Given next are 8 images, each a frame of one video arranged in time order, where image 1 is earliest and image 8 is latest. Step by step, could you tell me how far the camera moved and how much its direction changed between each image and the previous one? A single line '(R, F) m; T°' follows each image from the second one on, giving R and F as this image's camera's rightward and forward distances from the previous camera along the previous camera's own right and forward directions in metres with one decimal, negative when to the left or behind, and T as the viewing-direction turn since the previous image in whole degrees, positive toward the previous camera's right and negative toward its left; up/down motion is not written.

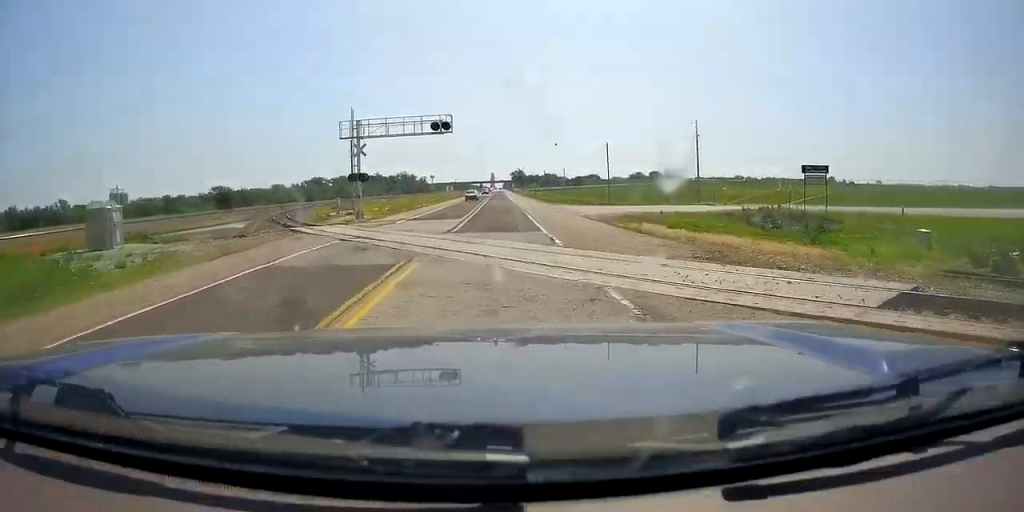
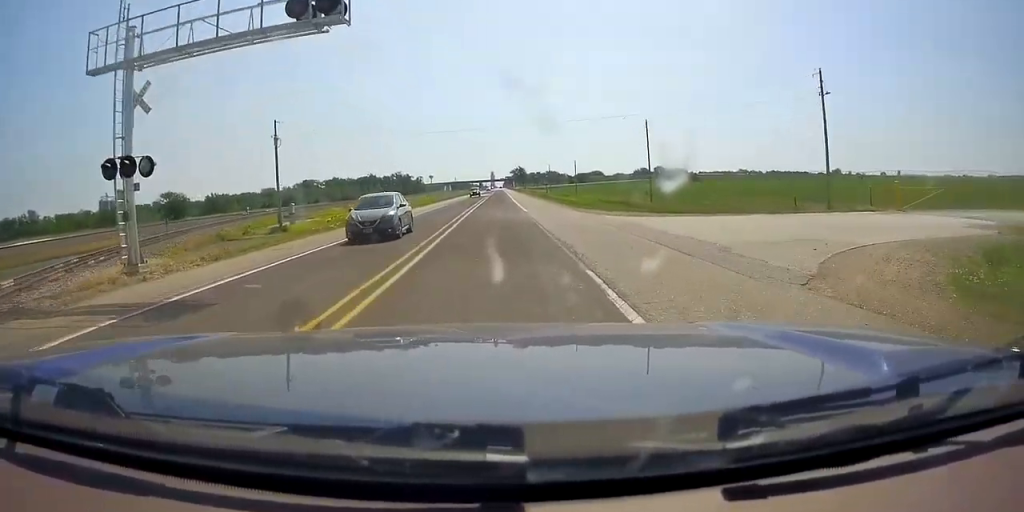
(+0.2, +27.2) m; +1°
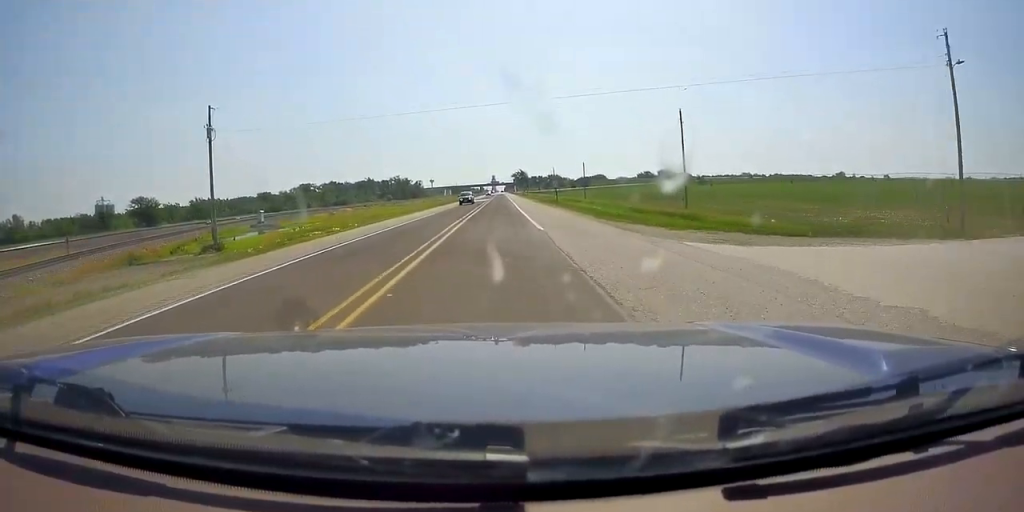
(+0.4, +12.9) m; 0°
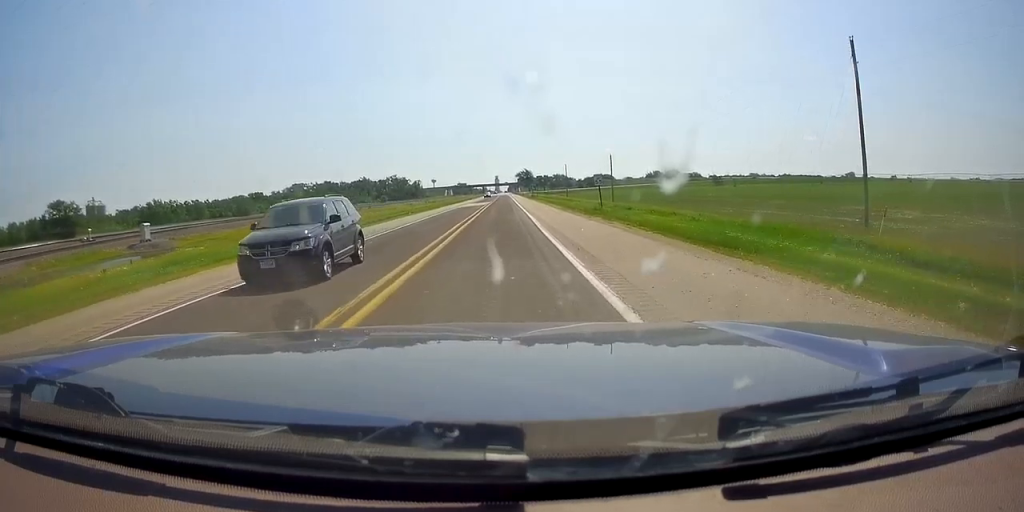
(-0.3, +28.6) m; 0°
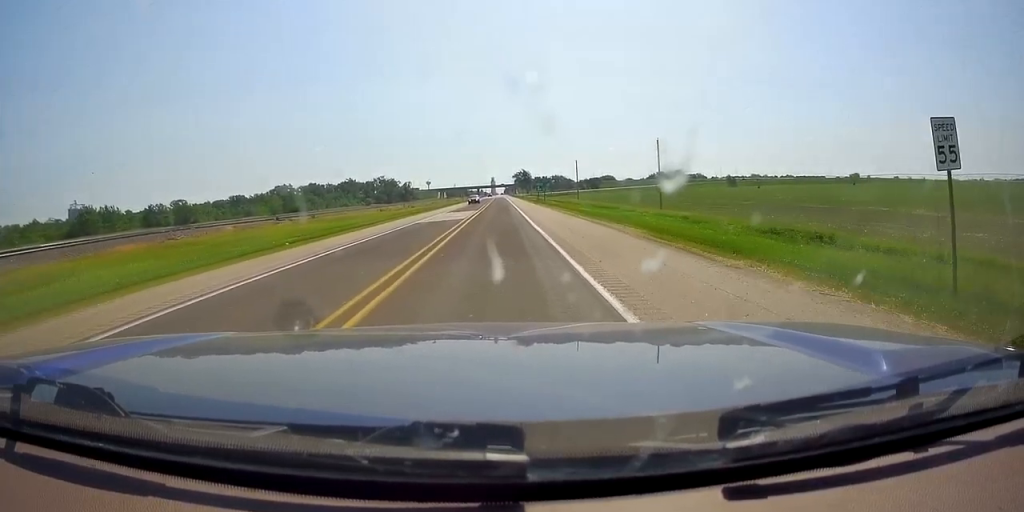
(+0.1, +32.0) m; -1°
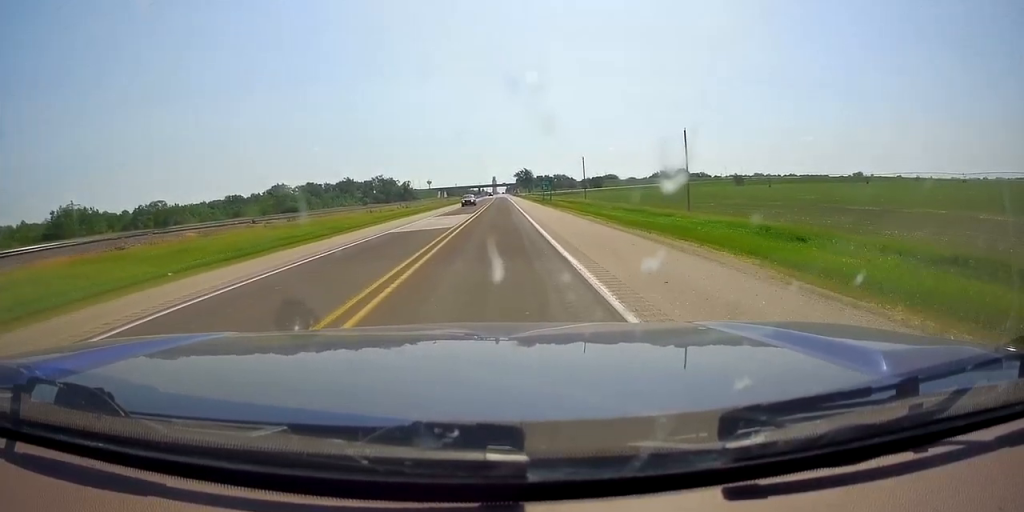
(-0.1, +9.7) m; 0°
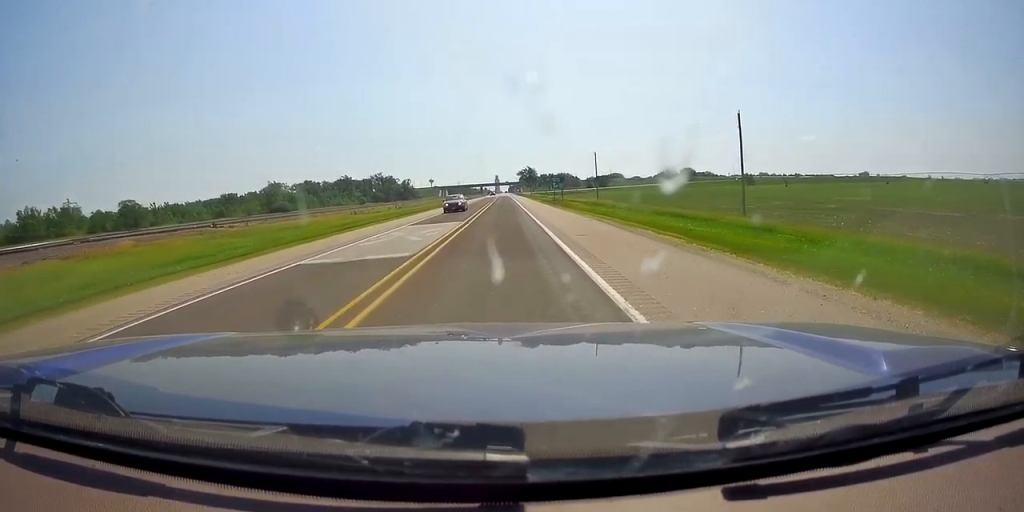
(0.0, +13.2) m; +1°
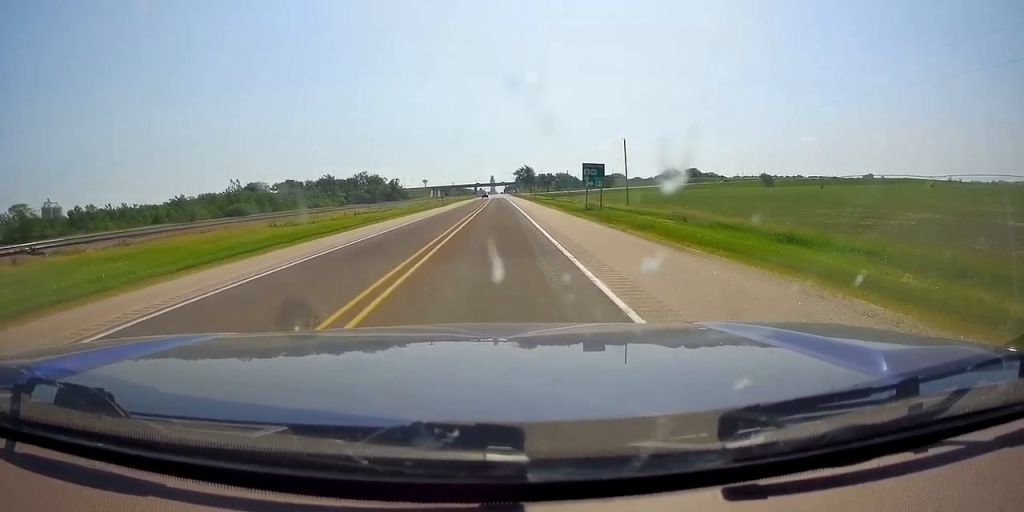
(+0.7, +32.3) m; +1°
